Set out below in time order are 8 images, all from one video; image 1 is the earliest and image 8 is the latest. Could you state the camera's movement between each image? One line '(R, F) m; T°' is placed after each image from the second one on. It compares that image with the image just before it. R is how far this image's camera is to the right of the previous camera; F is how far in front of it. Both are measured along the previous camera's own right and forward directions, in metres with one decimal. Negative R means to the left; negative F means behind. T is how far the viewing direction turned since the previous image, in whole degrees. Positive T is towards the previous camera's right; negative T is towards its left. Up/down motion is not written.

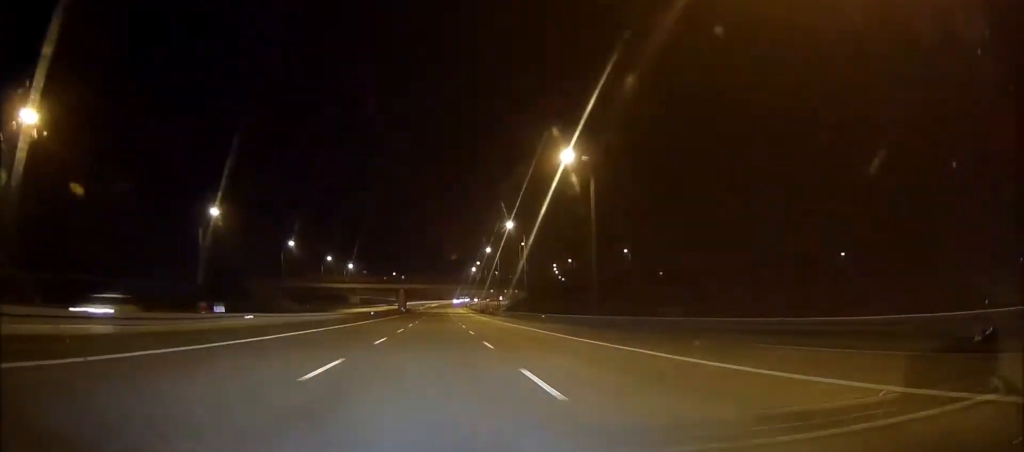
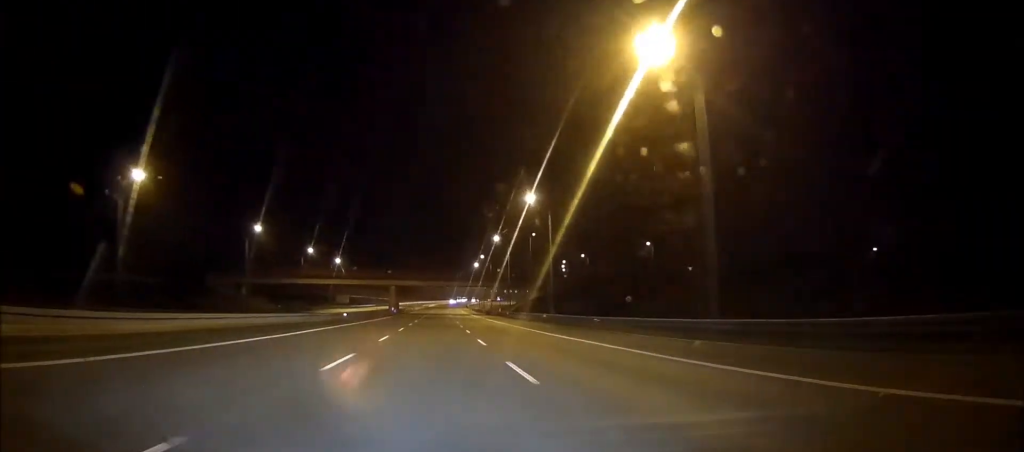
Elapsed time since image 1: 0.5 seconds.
(-0.1, +22.0) m; 0°
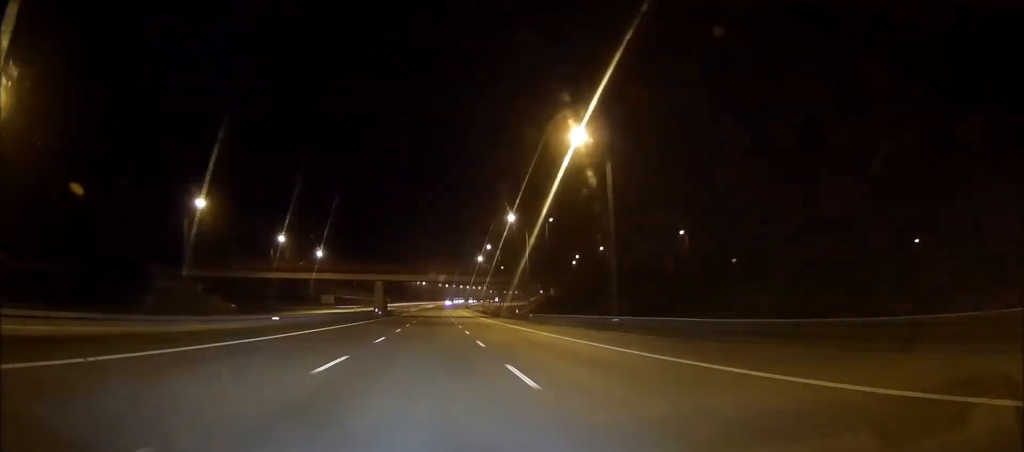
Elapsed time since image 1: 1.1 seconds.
(+0.2, +24.7) m; 0°
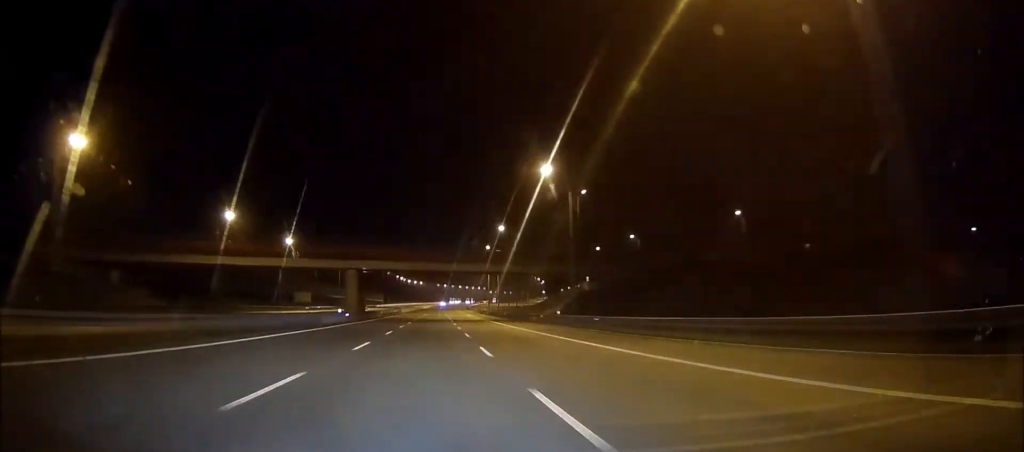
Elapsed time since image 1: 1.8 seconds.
(+0.2, +28.9) m; 0°
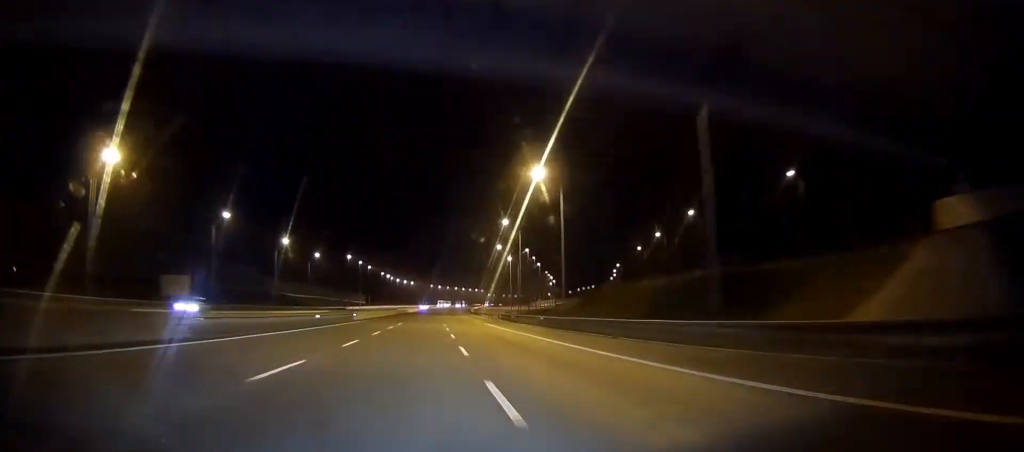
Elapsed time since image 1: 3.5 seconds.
(0.0, +68.5) m; 0°
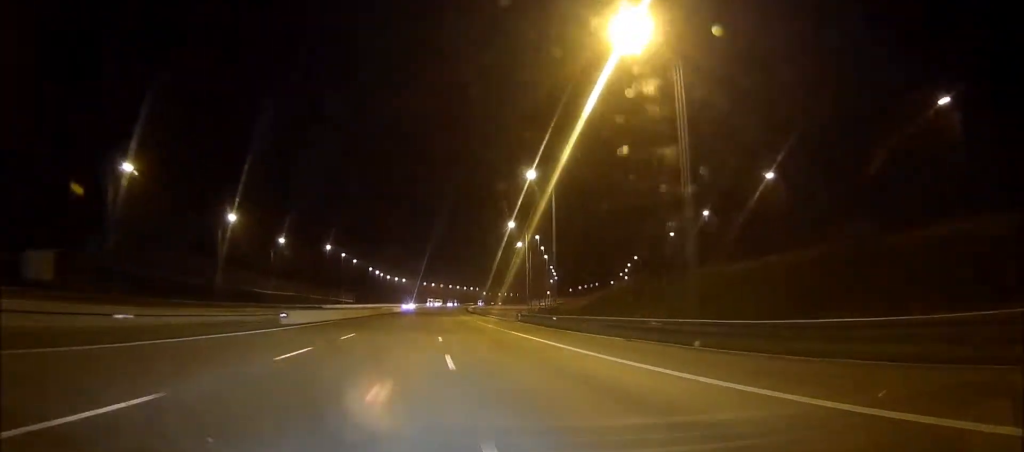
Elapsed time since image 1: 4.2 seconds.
(0.0, +28.7) m; 0°
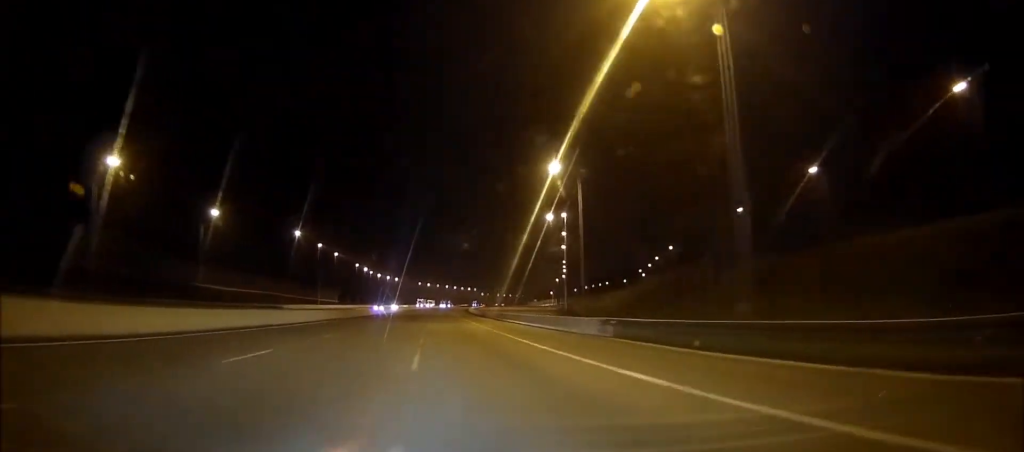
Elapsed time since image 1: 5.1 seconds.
(0.0, +35.3) m; 0°
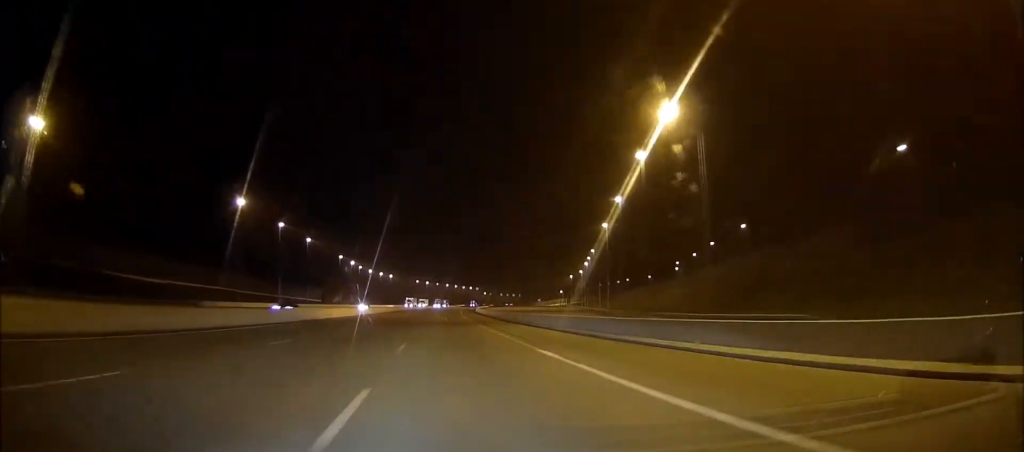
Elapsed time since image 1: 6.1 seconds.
(0.0, +43.2) m; 0°
